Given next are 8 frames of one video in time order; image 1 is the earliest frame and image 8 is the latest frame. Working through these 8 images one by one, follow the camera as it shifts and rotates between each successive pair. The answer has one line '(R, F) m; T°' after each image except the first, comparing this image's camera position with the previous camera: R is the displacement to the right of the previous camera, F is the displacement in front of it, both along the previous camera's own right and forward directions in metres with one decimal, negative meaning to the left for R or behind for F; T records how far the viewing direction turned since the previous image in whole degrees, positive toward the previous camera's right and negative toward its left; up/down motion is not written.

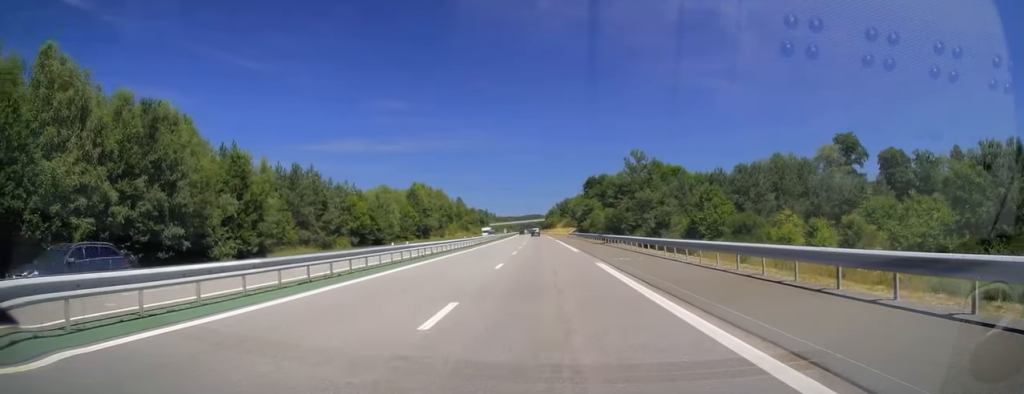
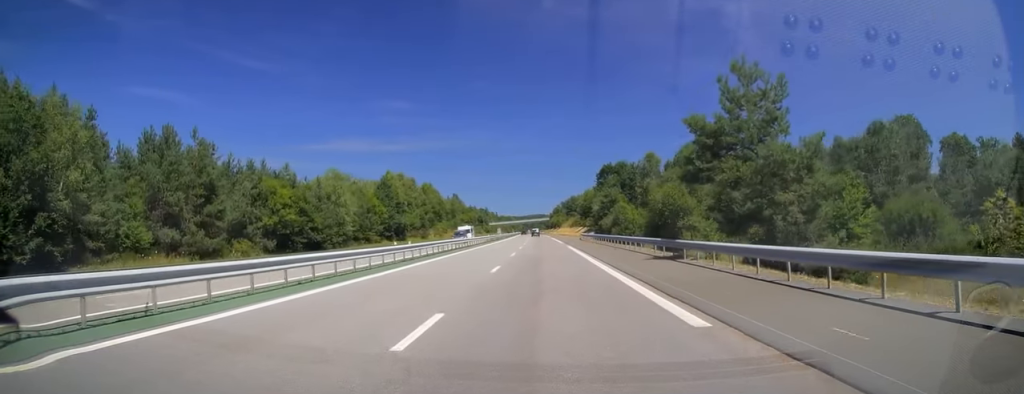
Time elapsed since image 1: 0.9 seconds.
(0.0, +27.7) m; -1°
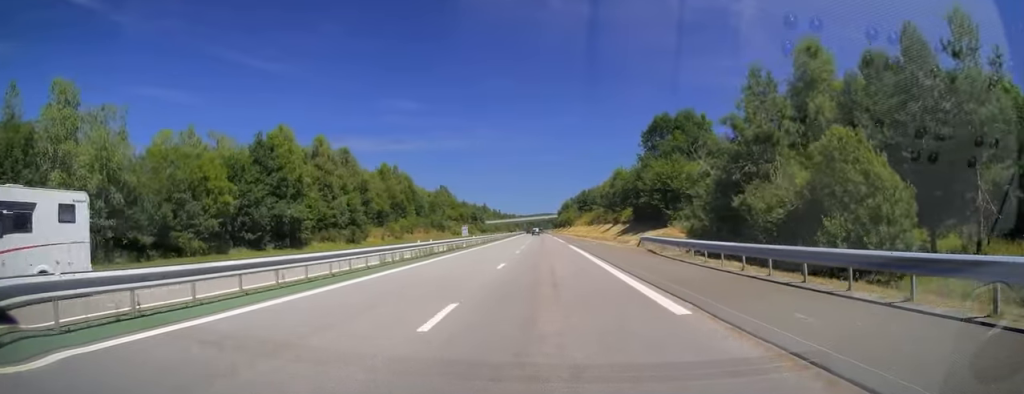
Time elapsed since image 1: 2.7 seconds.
(-0.3, +50.8) m; 0°
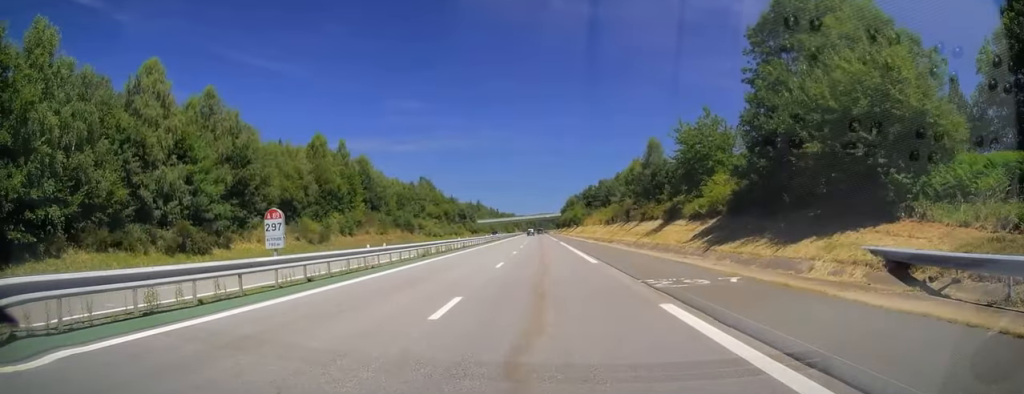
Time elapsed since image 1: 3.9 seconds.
(-0.3, +37.9) m; -1°
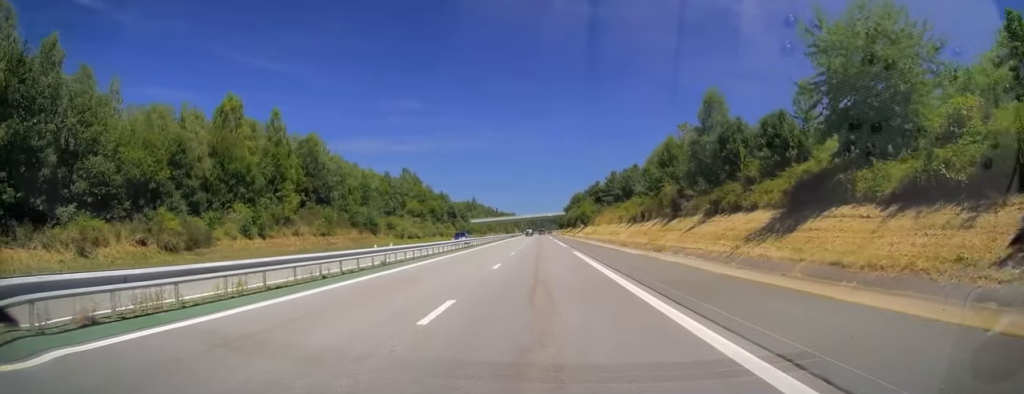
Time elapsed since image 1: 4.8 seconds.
(0.0, +26.6) m; +1°
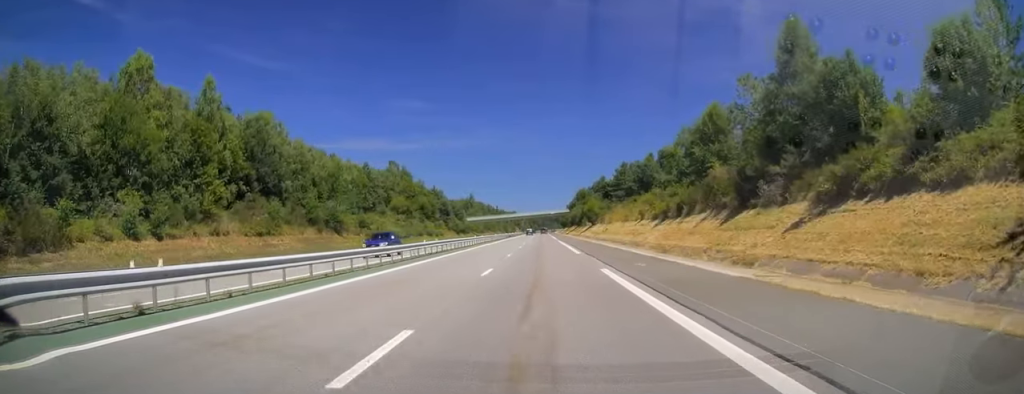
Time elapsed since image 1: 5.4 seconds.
(+0.1, +16.7) m; 0°
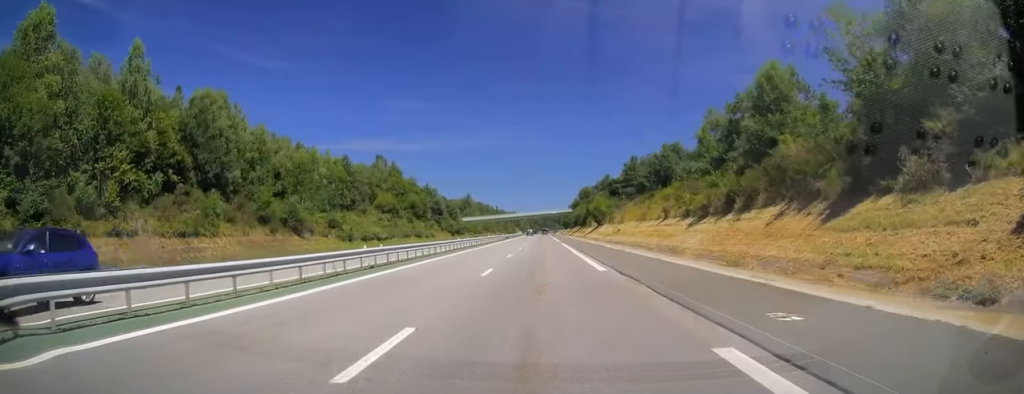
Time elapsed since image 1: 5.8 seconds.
(+0.2, +12.8) m; 0°
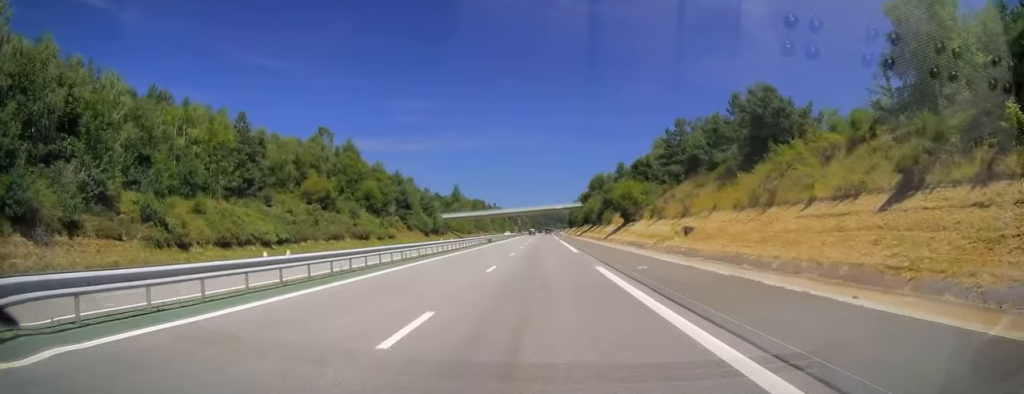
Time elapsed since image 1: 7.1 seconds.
(-0.4, +37.3) m; -1°
